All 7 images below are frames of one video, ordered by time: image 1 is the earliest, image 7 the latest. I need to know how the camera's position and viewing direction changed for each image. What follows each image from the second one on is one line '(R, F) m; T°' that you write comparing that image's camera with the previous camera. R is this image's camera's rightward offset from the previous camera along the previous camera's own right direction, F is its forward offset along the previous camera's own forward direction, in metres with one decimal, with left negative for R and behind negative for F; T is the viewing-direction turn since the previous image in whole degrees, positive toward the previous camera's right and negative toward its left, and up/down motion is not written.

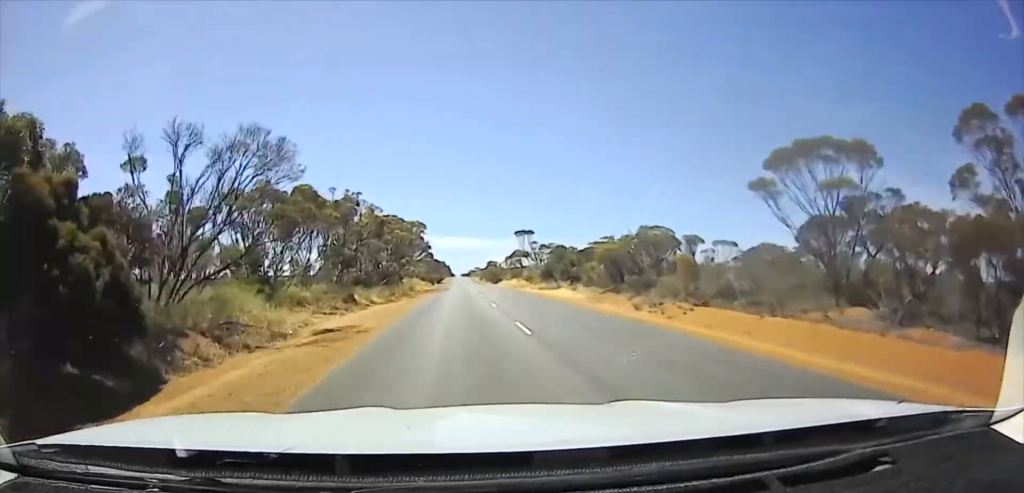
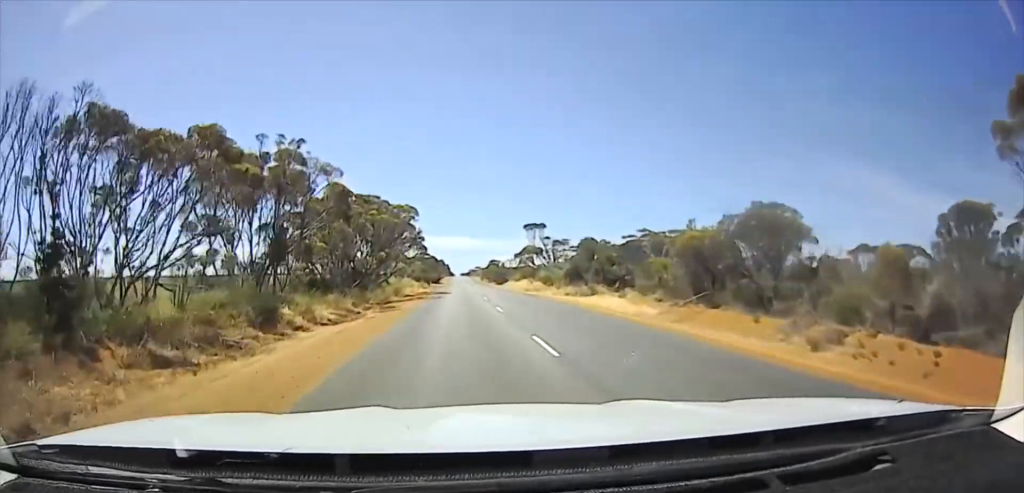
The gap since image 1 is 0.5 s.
(0.0, +14.9) m; 0°
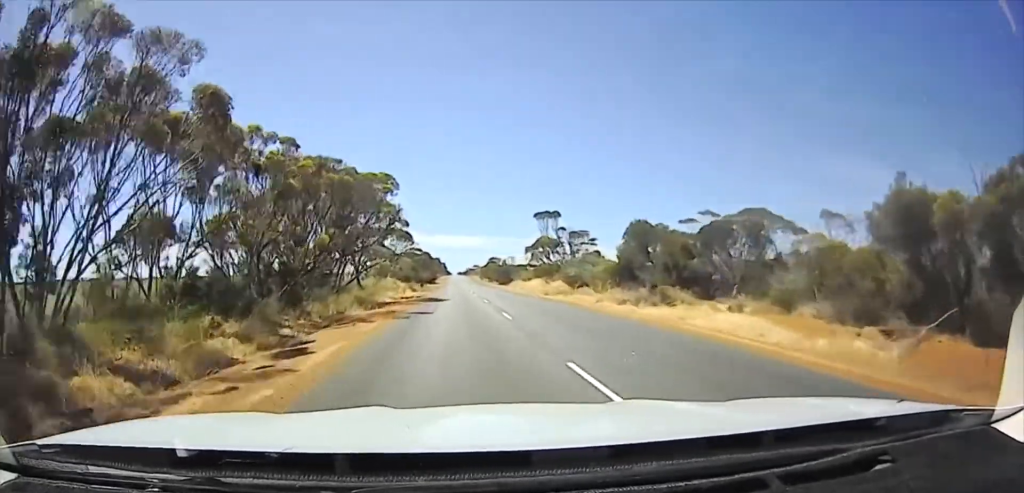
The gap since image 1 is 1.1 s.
(0.0, +16.4) m; 0°
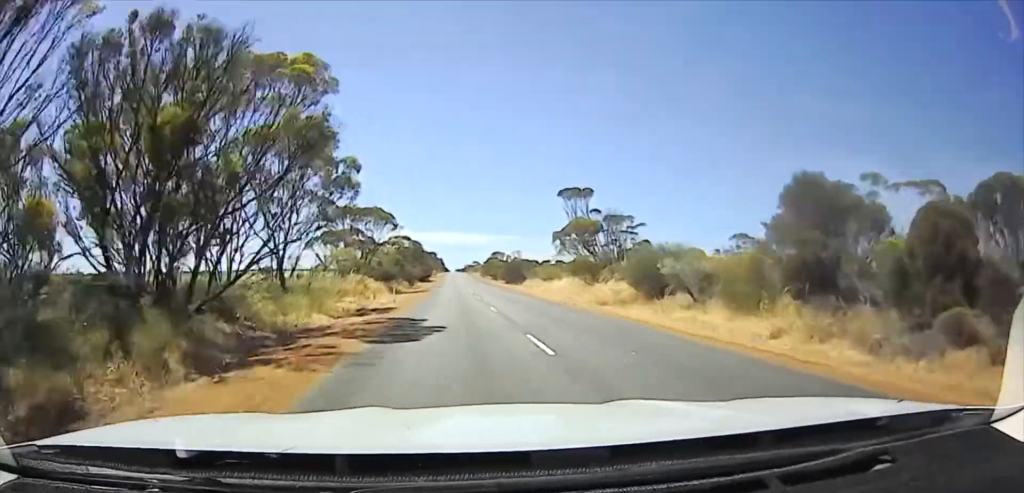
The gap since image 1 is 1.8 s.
(0.0, +20.5) m; 0°
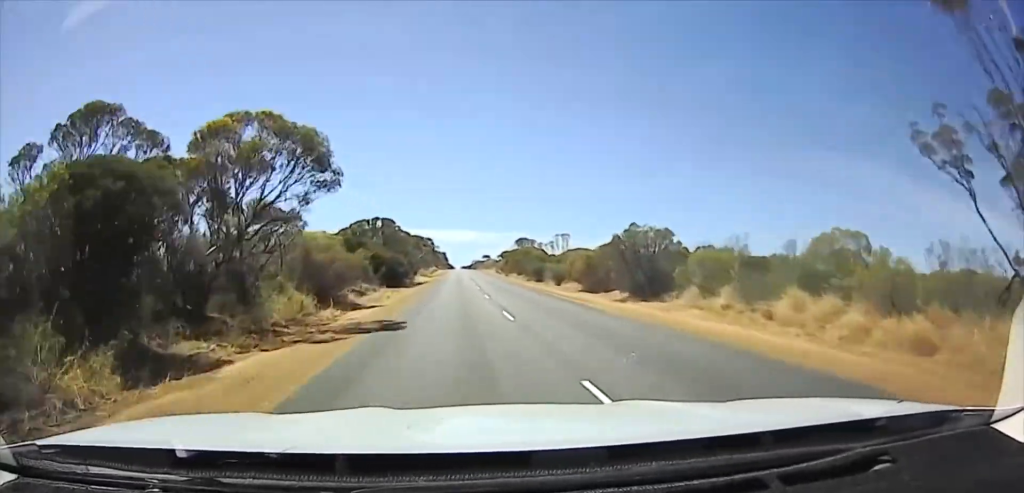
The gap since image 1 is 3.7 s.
(0.0, +70.4) m; 0°
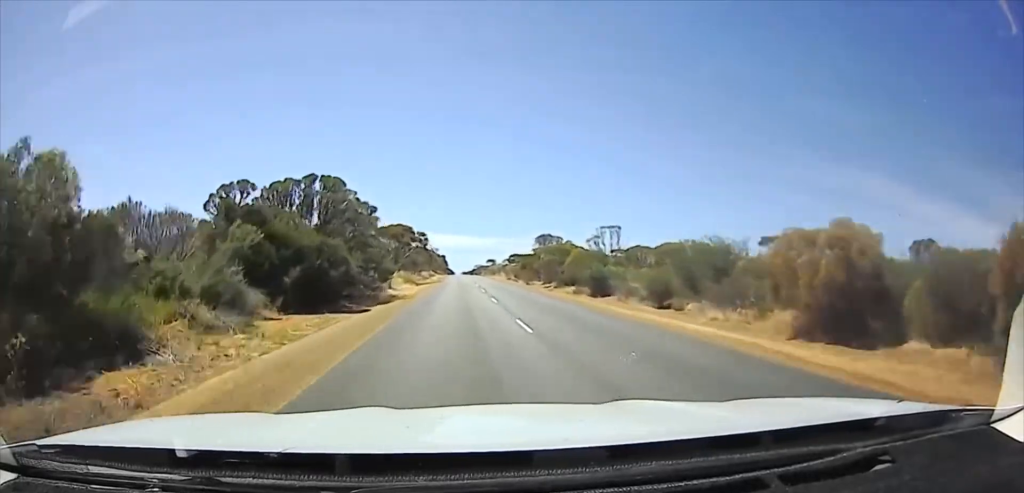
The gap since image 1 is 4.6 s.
(0.0, +29.6) m; 0°
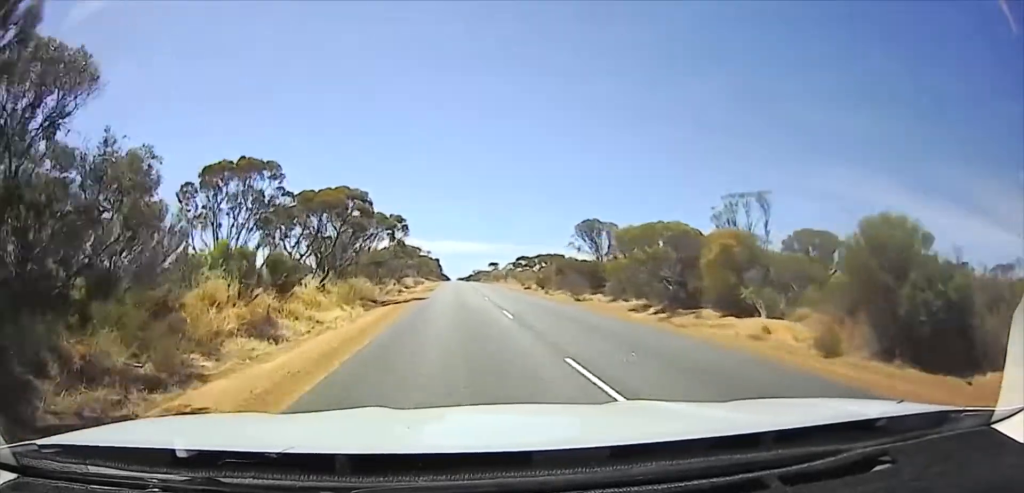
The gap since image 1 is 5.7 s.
(0.0, +29.0) m; 0°
